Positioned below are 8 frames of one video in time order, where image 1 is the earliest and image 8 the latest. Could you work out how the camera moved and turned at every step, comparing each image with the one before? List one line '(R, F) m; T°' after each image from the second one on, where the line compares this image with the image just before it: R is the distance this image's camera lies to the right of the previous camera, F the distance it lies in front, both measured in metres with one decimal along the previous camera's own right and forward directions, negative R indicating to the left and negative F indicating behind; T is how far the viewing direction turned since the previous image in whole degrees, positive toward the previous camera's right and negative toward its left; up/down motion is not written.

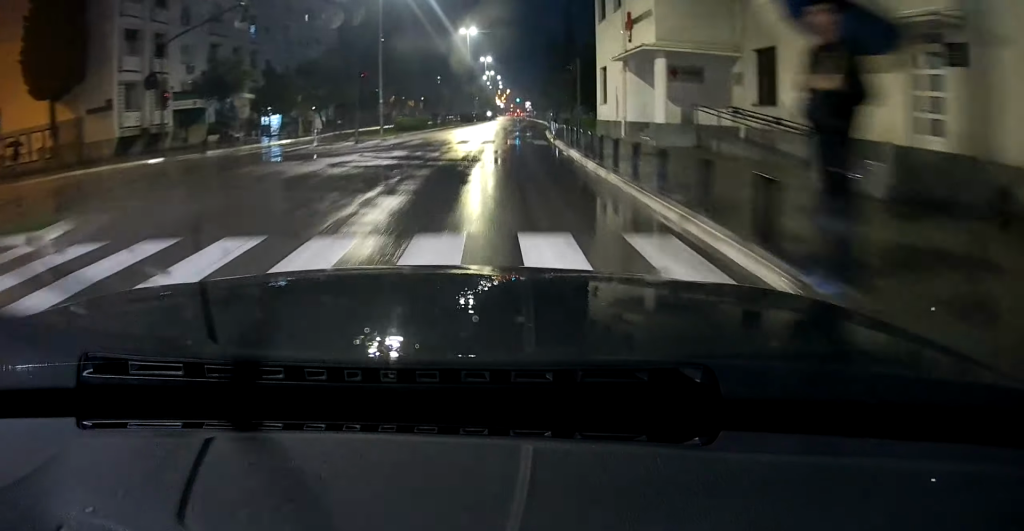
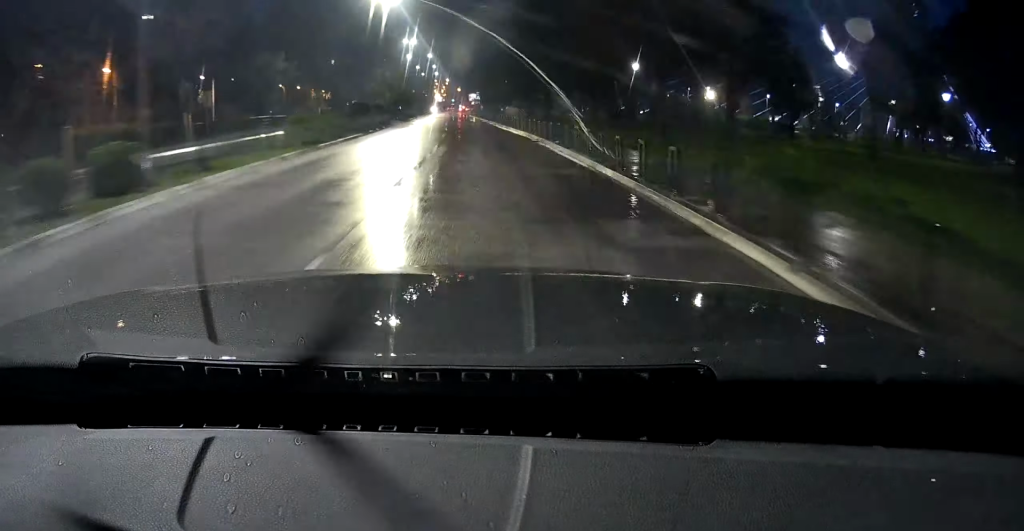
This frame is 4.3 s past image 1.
(+1.4, +60.7) m; +1°
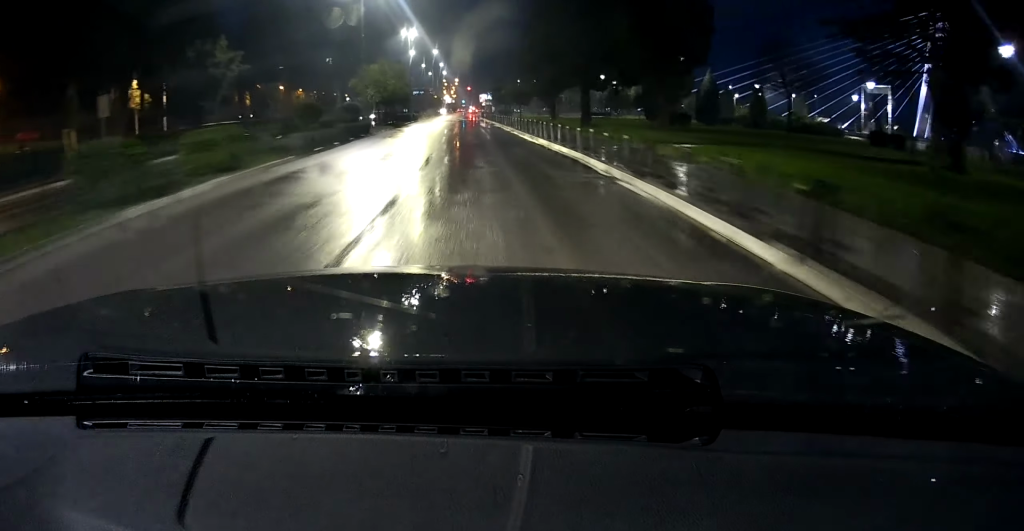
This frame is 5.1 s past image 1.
(0.0, +11.7) m; 0°
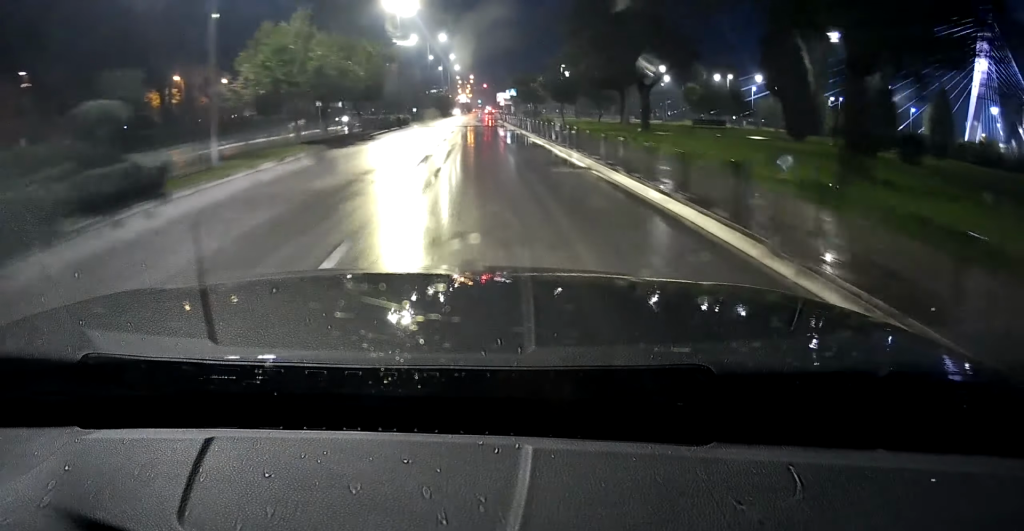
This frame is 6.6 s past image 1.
(0.0, +20.8) m; -1°
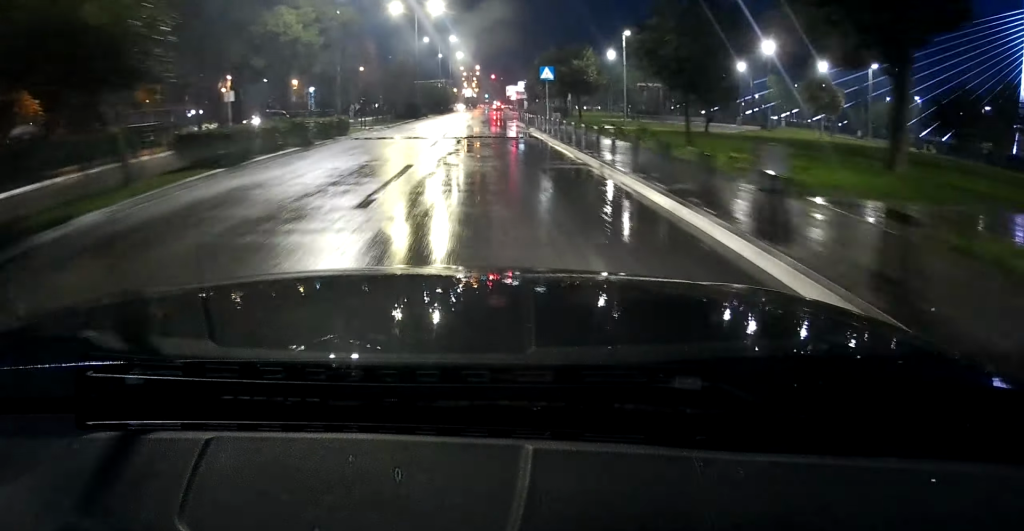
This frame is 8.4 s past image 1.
(-0.3, +22.4) m; -1°
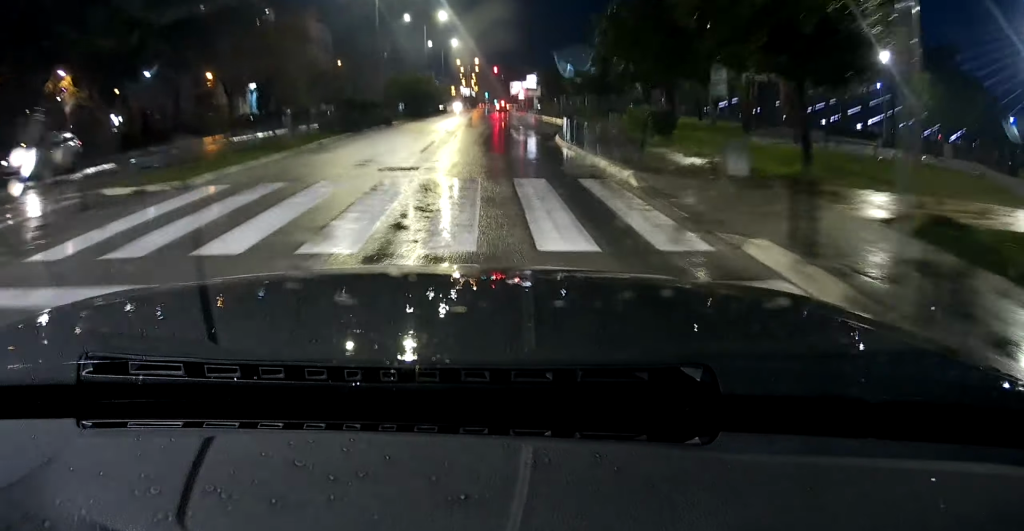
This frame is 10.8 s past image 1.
(-0.2, +27.2) m; 0°
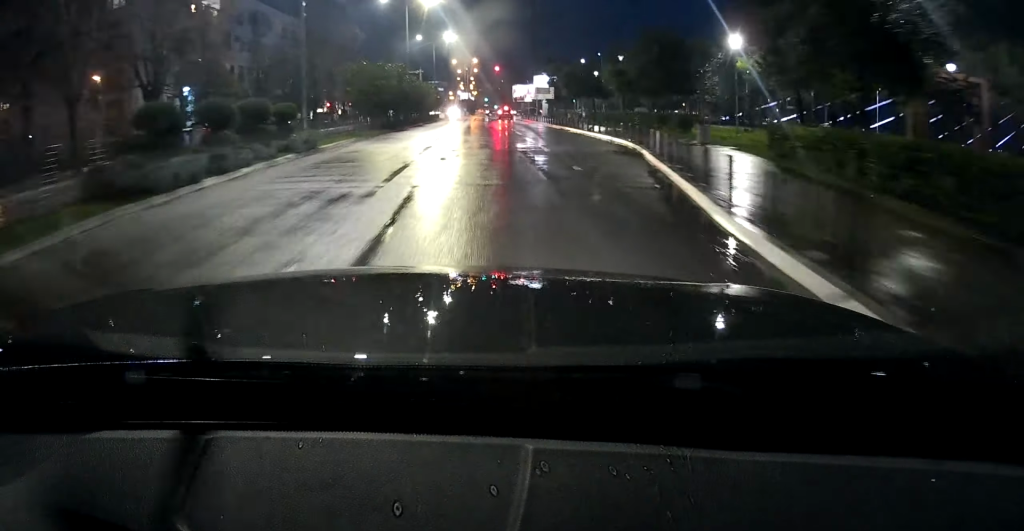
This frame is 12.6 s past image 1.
(0.0, +18.4) m; +1°
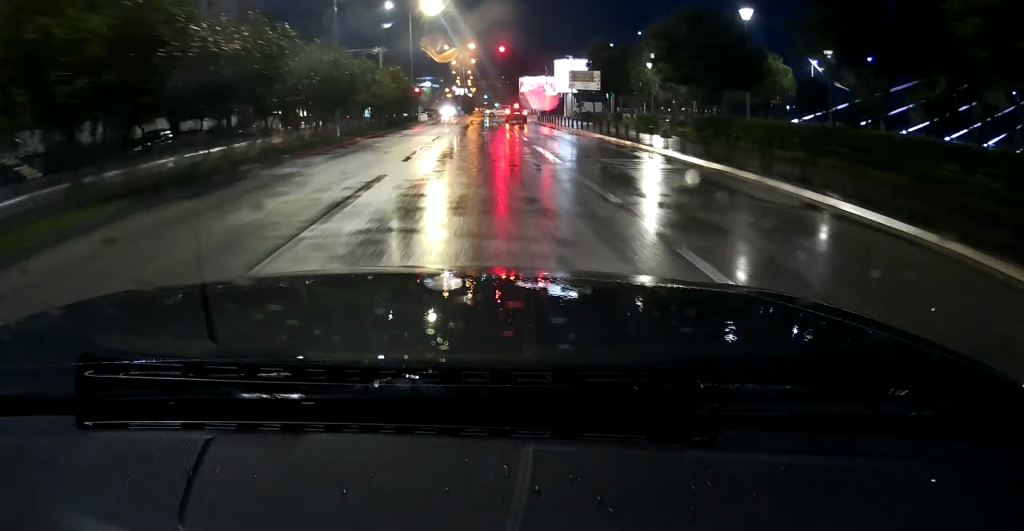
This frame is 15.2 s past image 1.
(+0.6, +24.5) m; +1°
